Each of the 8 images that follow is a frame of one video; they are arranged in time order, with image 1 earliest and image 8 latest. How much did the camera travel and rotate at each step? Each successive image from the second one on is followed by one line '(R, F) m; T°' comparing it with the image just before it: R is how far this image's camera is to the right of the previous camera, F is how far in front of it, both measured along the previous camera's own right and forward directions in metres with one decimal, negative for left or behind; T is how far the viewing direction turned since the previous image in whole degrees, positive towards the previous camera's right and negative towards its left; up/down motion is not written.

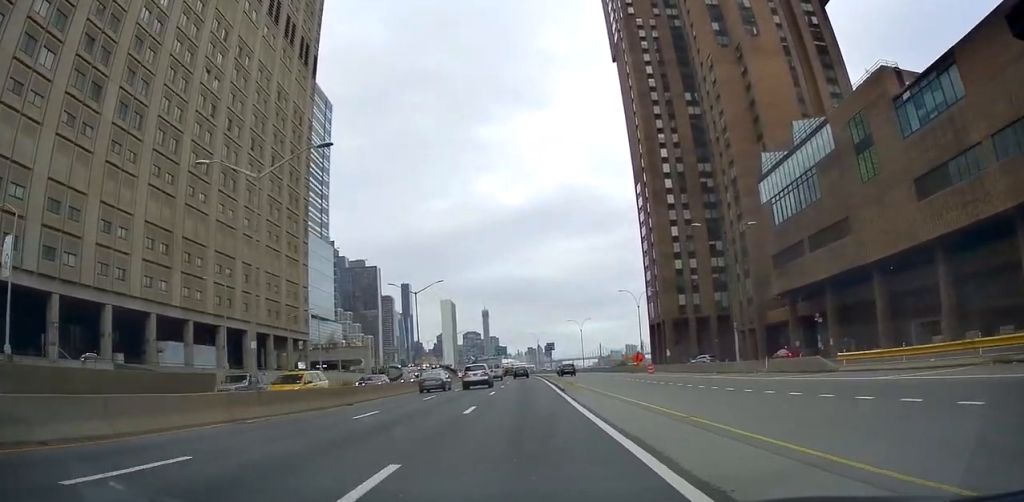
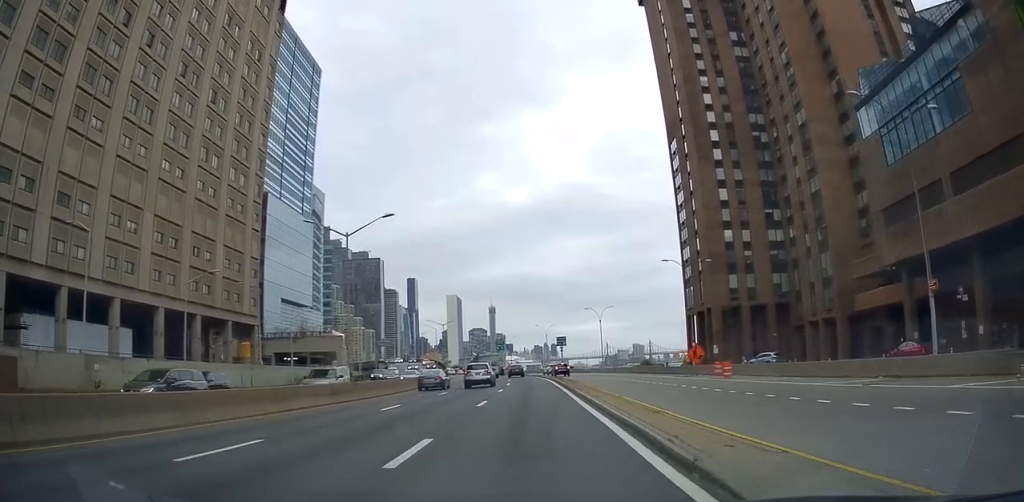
(+0.1, +21.4) m; 0°
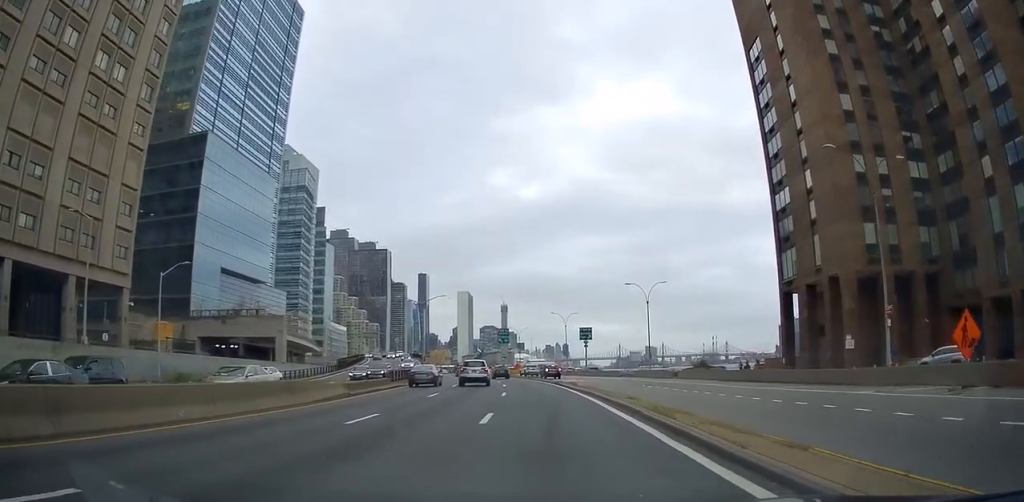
(-0.3, +29.6) m; 0°
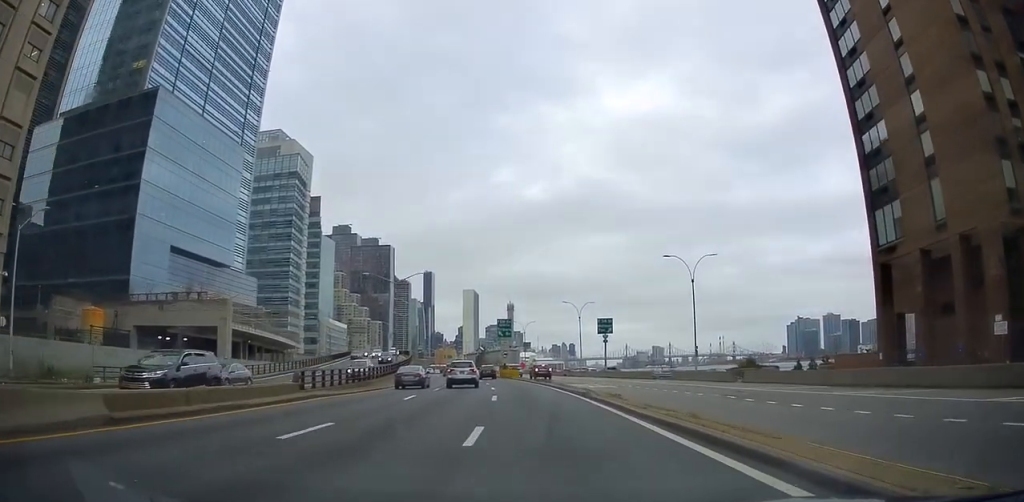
(+0.1, +16.0) m; 0°
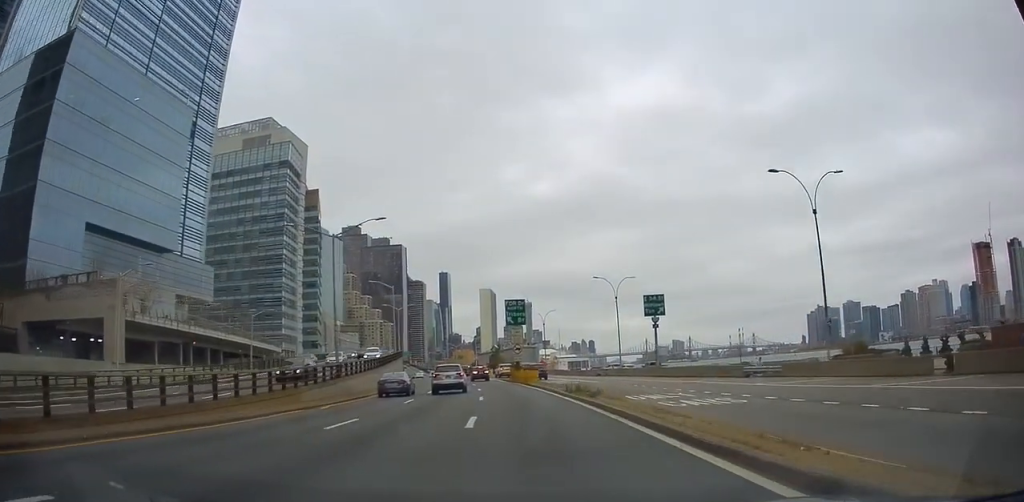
(0.0, +20.5) m; -2°
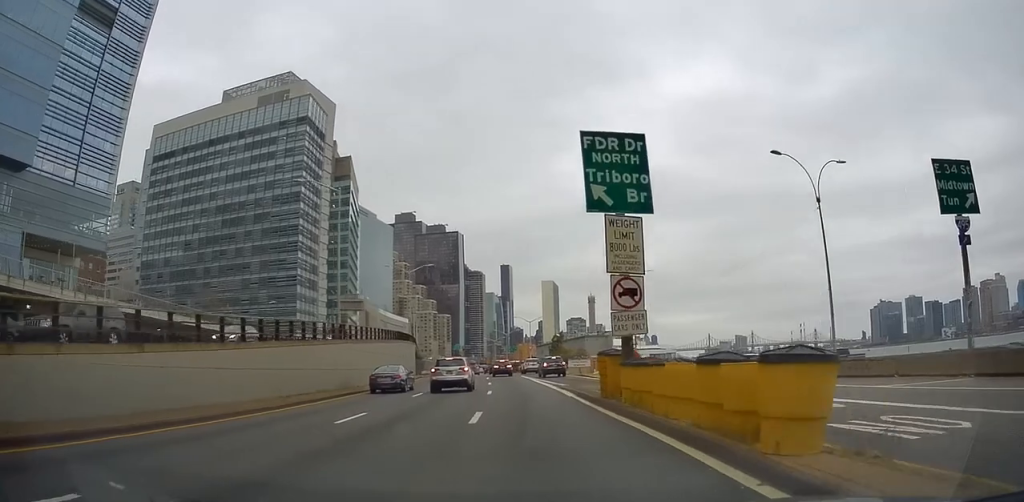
(-1.0, +37.3) m; -2°
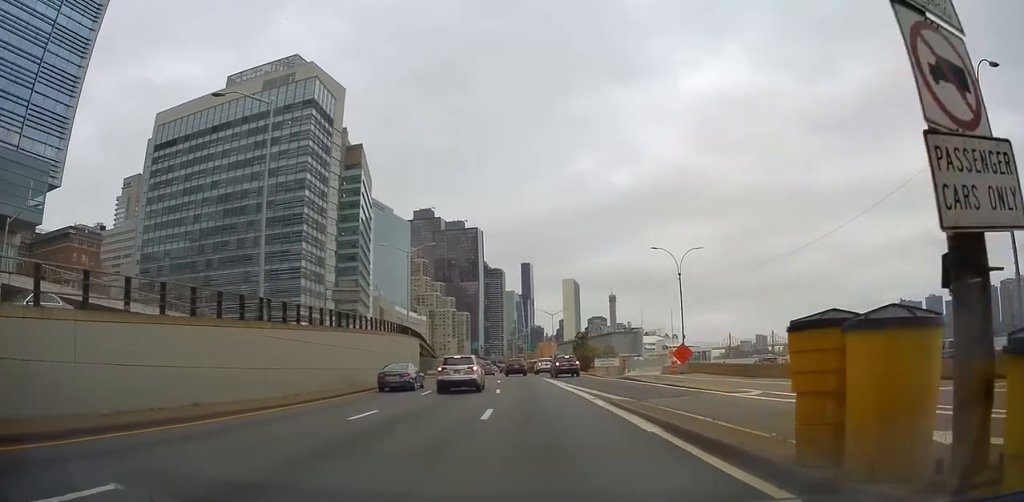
(+0.1, +12.4) m; -1°
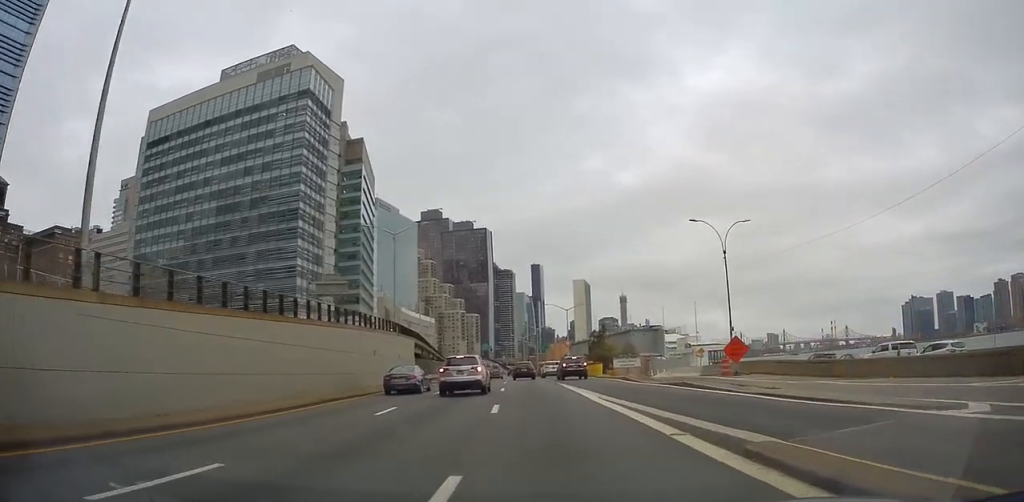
(0.0, +10.5) m; -2°
